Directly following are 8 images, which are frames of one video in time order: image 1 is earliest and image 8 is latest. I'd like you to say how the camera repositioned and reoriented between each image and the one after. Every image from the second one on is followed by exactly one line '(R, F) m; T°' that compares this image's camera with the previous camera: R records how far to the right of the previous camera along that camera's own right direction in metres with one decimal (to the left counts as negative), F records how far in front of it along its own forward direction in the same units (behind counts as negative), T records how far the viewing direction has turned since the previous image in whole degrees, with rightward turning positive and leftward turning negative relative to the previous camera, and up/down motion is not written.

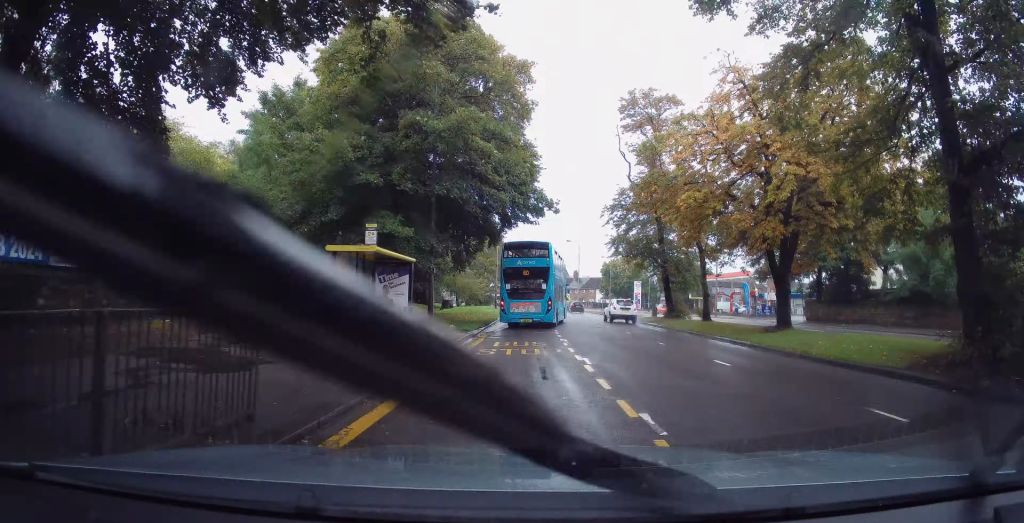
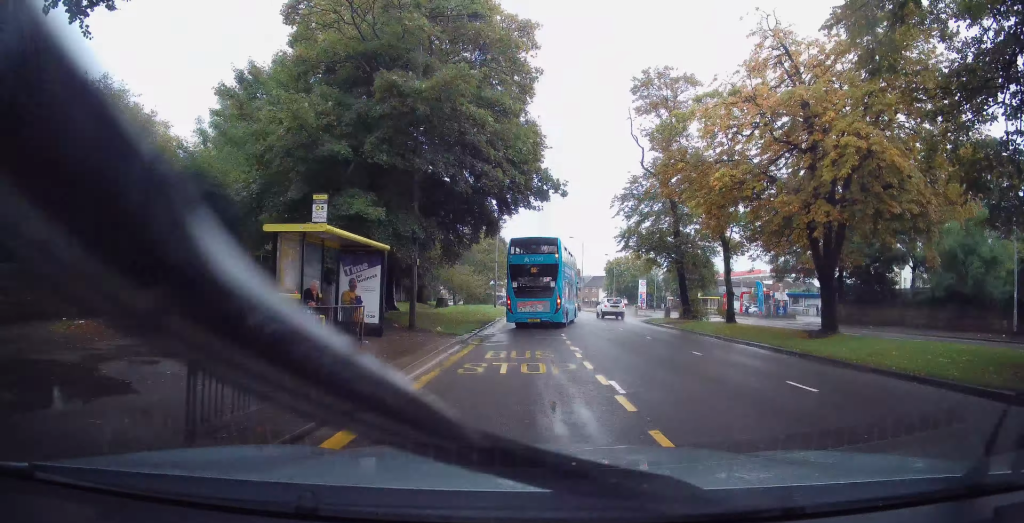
(-0.1, +3.1) m; +1°
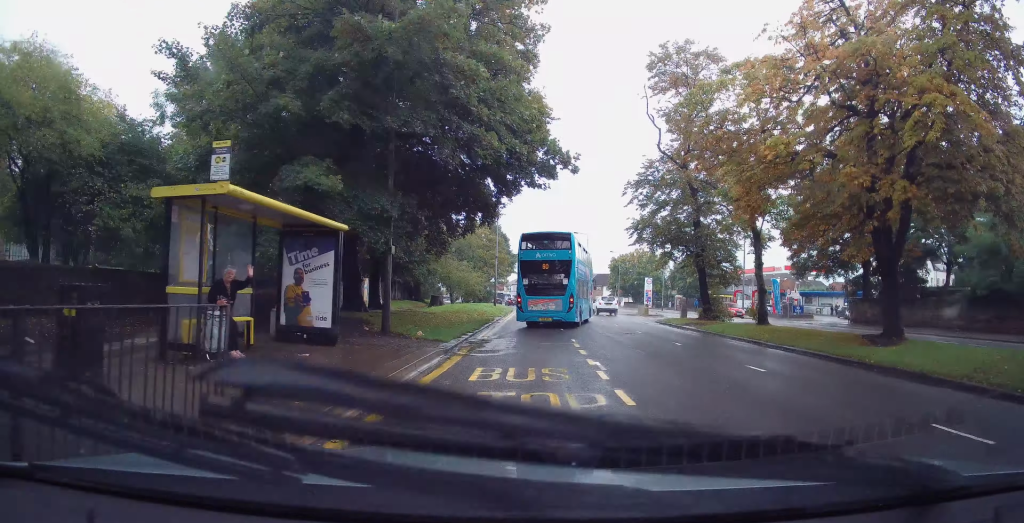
(-0.1, +3.1) m; +1°
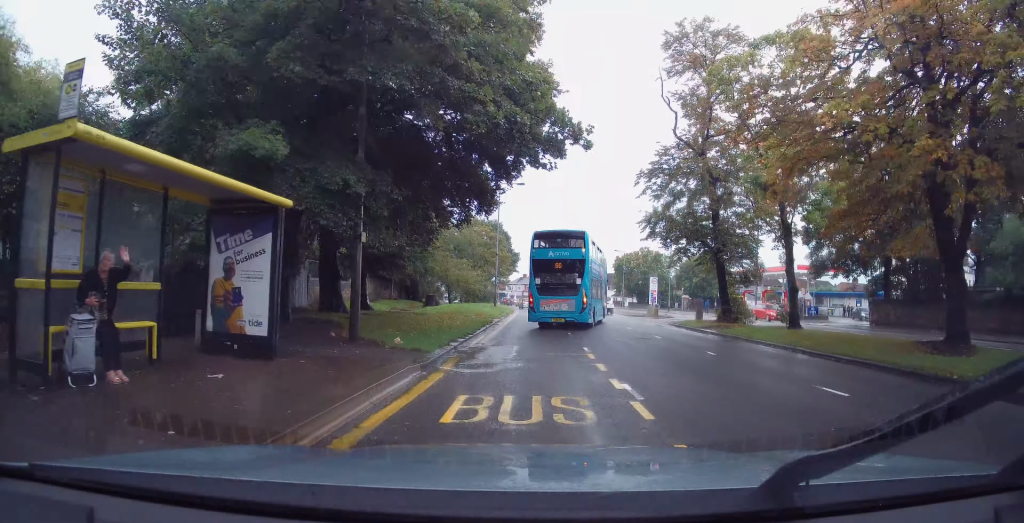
(+0.2, +2.6) m; +2°
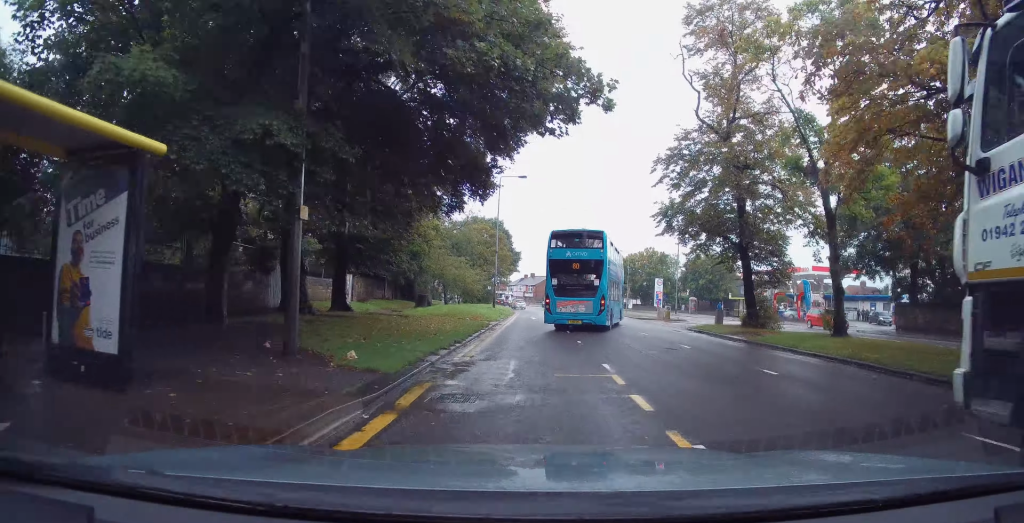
(+0.1, +3.1) m; +2°
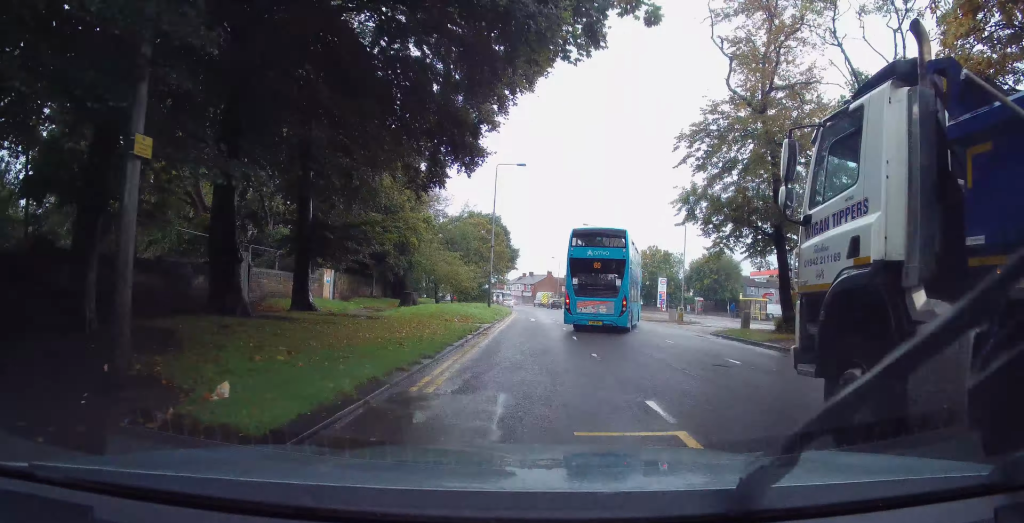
(0.0, +3.8) m; 0°
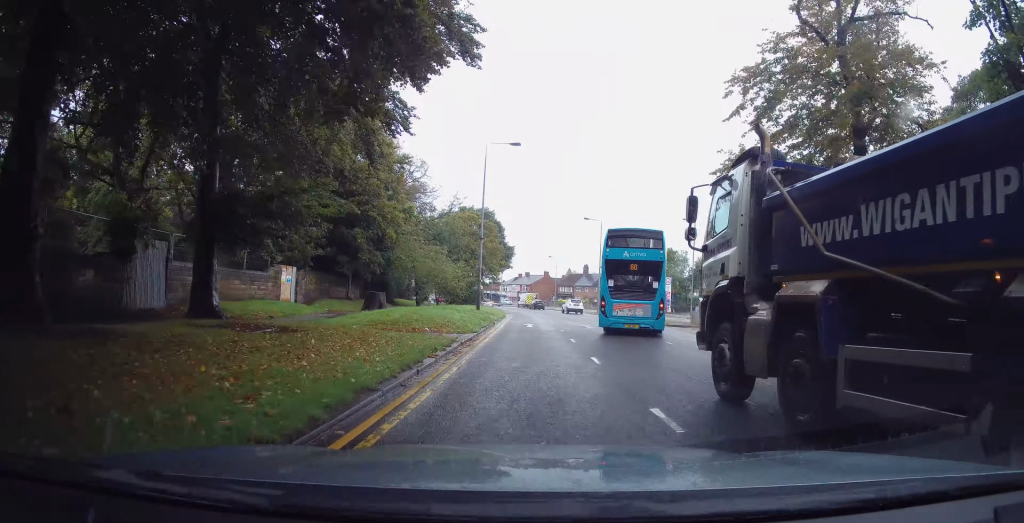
(0.0, +6.0) m; 0°
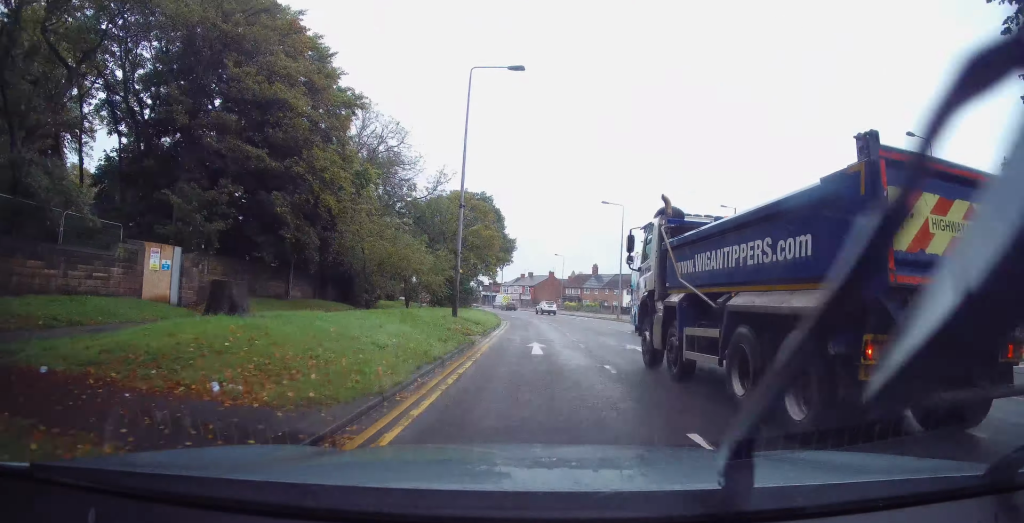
(0.0, +12.2) m; 0°
